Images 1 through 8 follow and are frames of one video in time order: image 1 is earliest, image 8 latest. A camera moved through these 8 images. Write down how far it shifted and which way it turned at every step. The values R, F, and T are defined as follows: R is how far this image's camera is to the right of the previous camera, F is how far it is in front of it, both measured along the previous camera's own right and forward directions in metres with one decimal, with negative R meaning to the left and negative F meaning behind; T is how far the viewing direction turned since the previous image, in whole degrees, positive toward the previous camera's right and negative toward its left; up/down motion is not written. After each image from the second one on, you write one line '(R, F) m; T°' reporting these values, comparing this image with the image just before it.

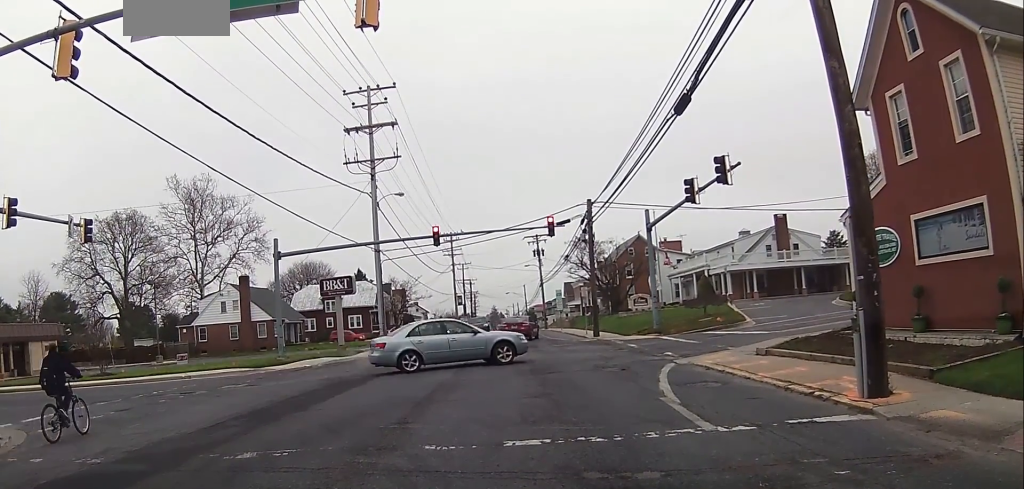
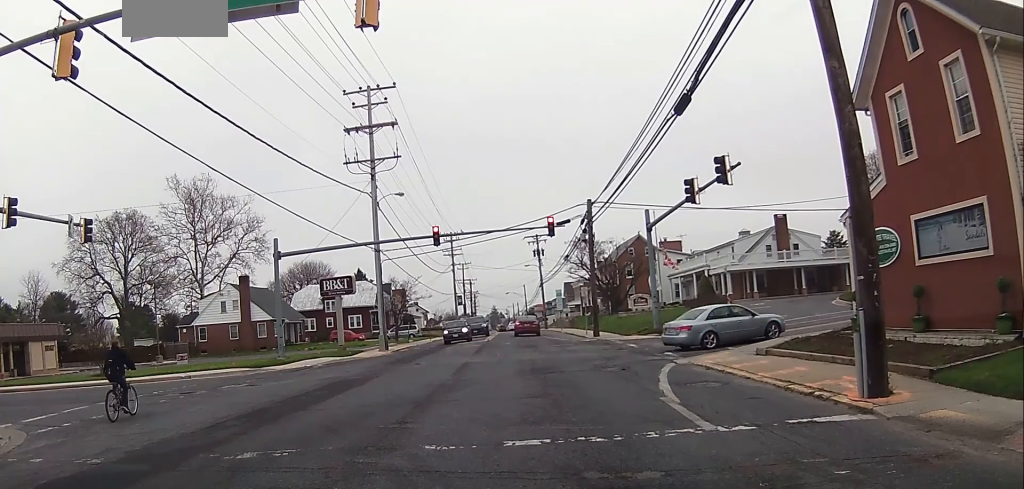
(-0.4, +0.1) m; 0°
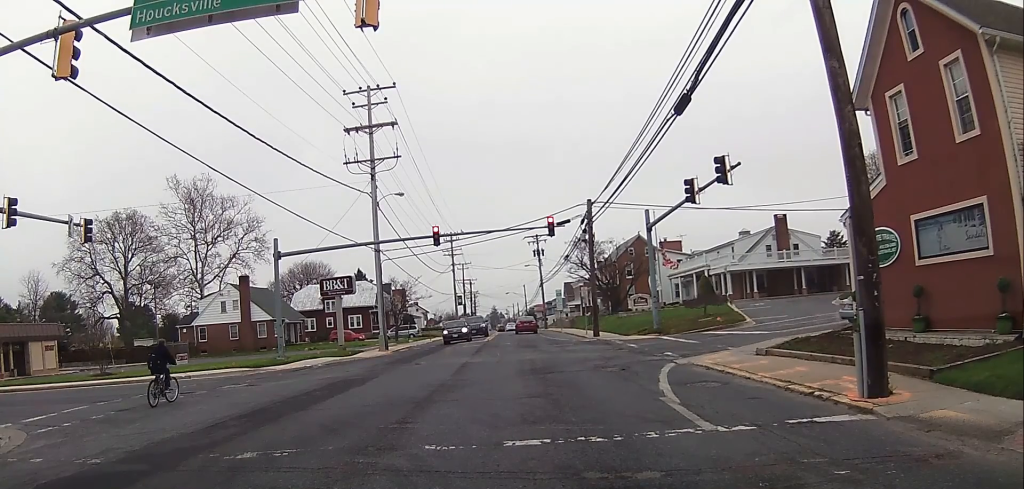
(0.0, 0.0) m; 0°
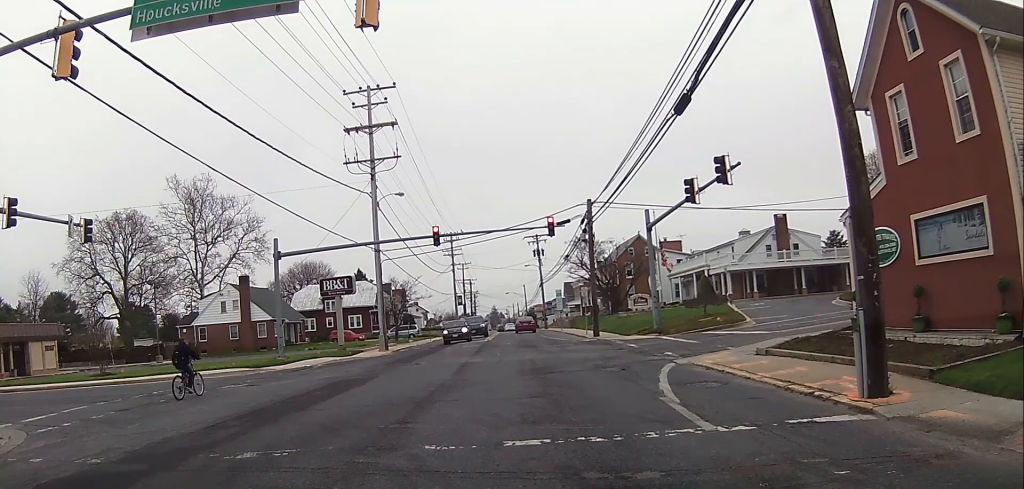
(0.0, 0.0) m; 0°
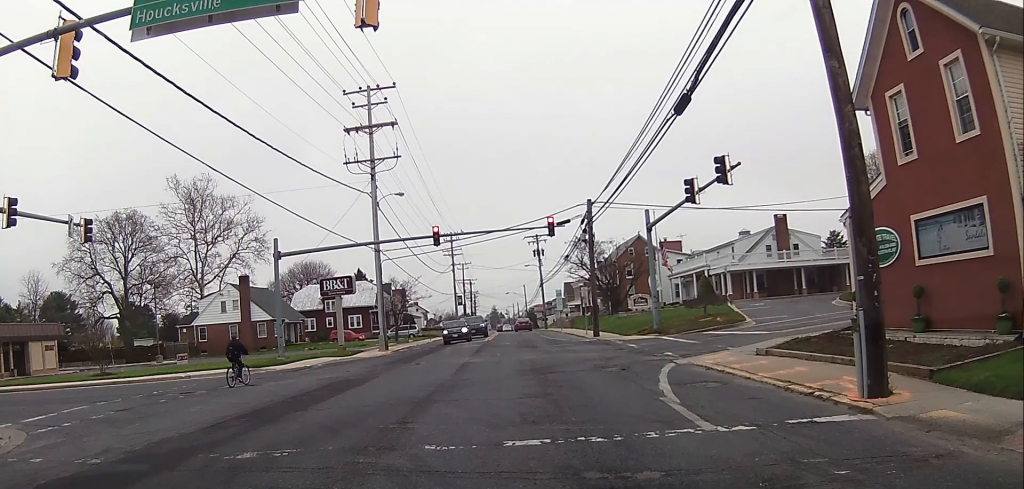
(0.0, 0.0) m; 0°
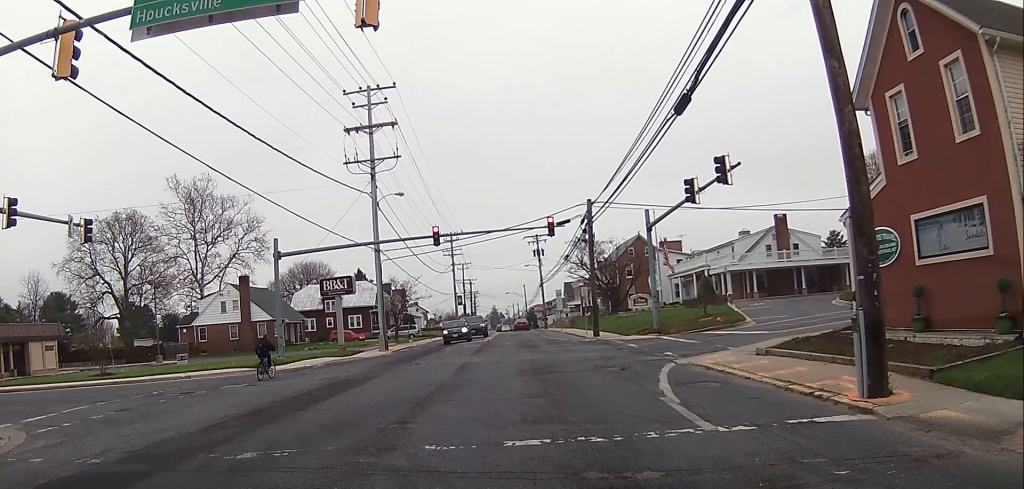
(0.0, 0.0) m; 0°
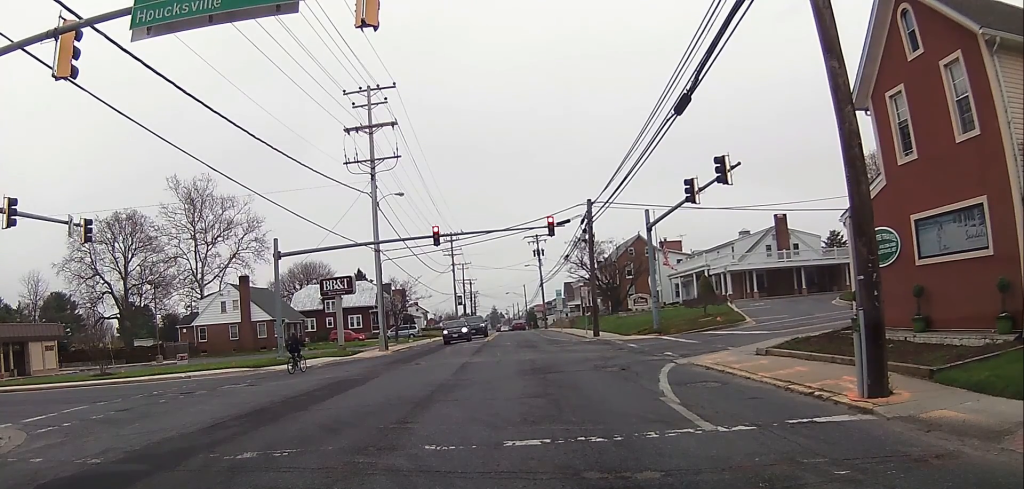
(0.0, 0.0) m; 0°
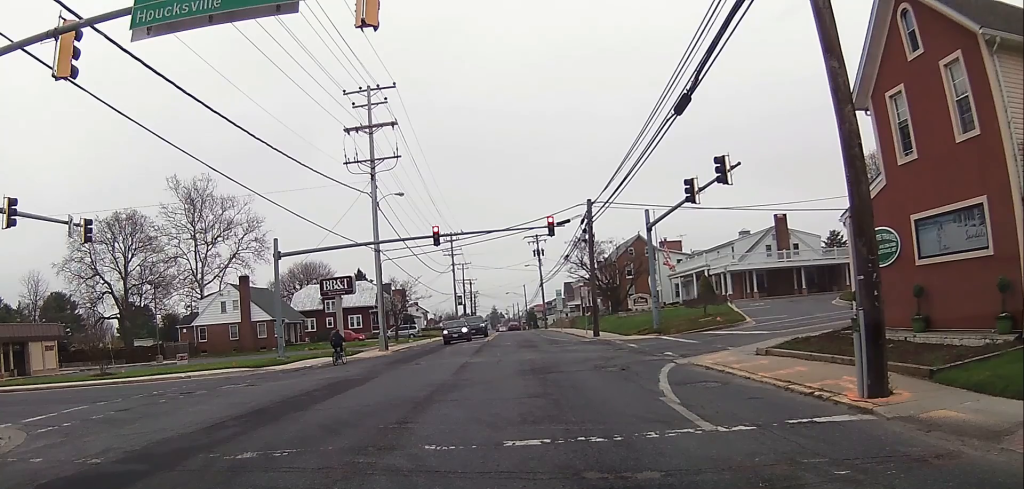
(0.0, 0.0) m; 0°
